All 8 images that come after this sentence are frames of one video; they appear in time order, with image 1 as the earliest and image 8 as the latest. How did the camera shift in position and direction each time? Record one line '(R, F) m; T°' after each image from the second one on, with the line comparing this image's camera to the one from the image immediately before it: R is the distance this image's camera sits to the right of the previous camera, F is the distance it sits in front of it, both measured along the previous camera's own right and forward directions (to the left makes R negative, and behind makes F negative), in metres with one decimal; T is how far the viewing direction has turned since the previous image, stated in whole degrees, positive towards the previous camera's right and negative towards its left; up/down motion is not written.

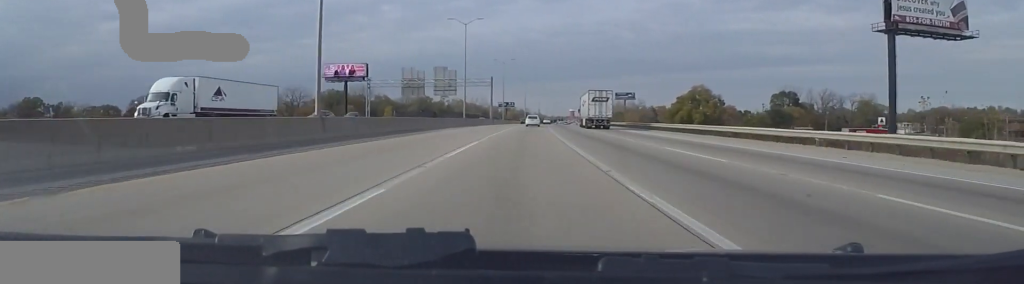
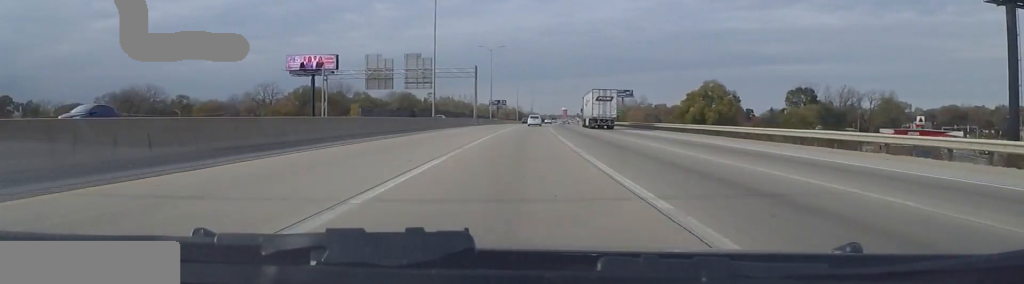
(+0.3, +23.6) m; 0°
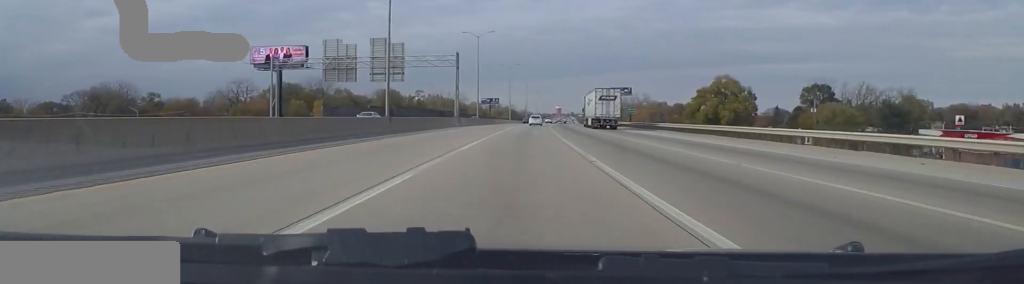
(+0.2, +18.9) m; 0°
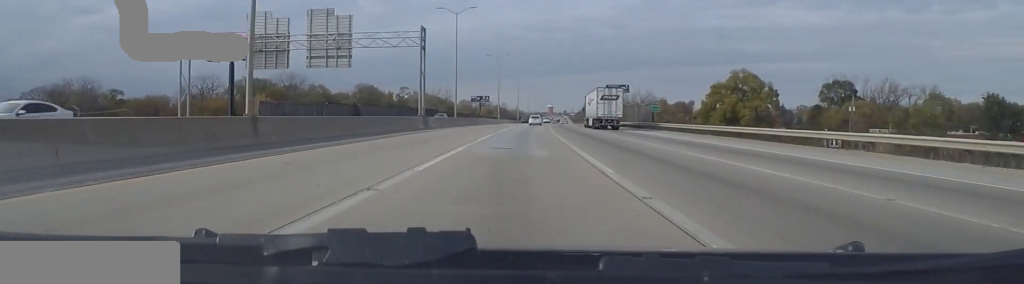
(-0.5, +21.7) m; +1°
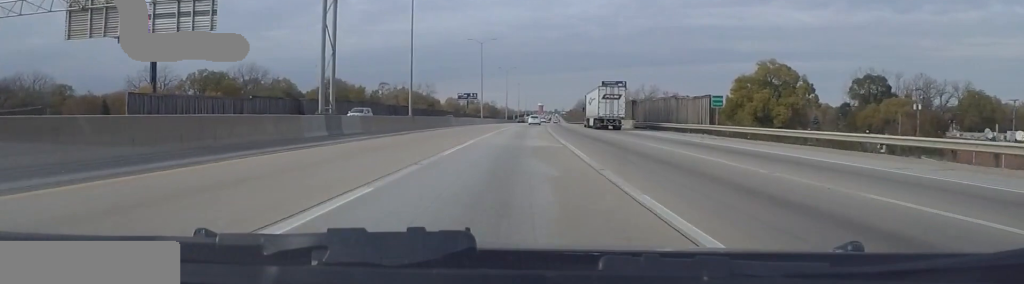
(+0.7, +26.1) m; +2°
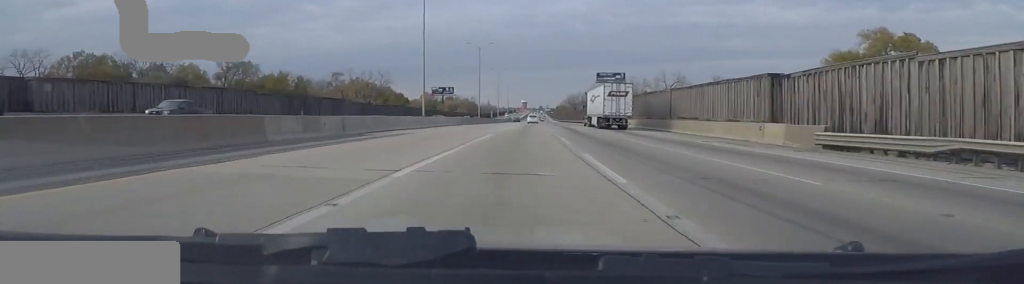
(+0.8, +50.8) m; +1°
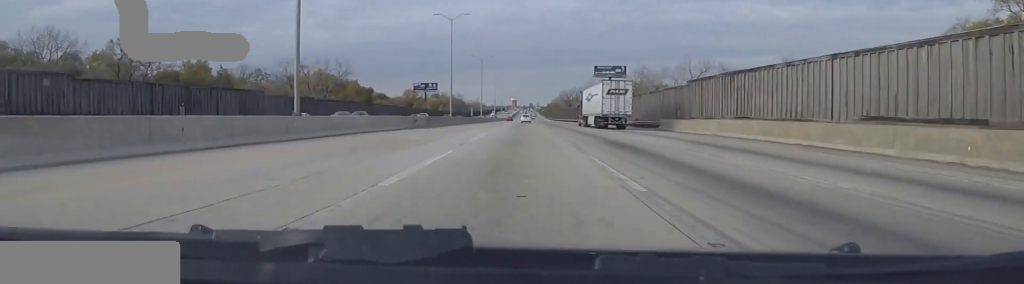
(+0.2, +31.9) m; +1°
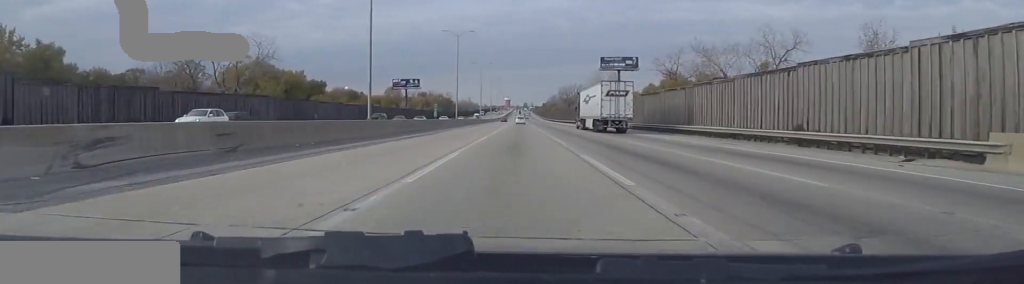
(+0.3, +44.5) m; 0°
